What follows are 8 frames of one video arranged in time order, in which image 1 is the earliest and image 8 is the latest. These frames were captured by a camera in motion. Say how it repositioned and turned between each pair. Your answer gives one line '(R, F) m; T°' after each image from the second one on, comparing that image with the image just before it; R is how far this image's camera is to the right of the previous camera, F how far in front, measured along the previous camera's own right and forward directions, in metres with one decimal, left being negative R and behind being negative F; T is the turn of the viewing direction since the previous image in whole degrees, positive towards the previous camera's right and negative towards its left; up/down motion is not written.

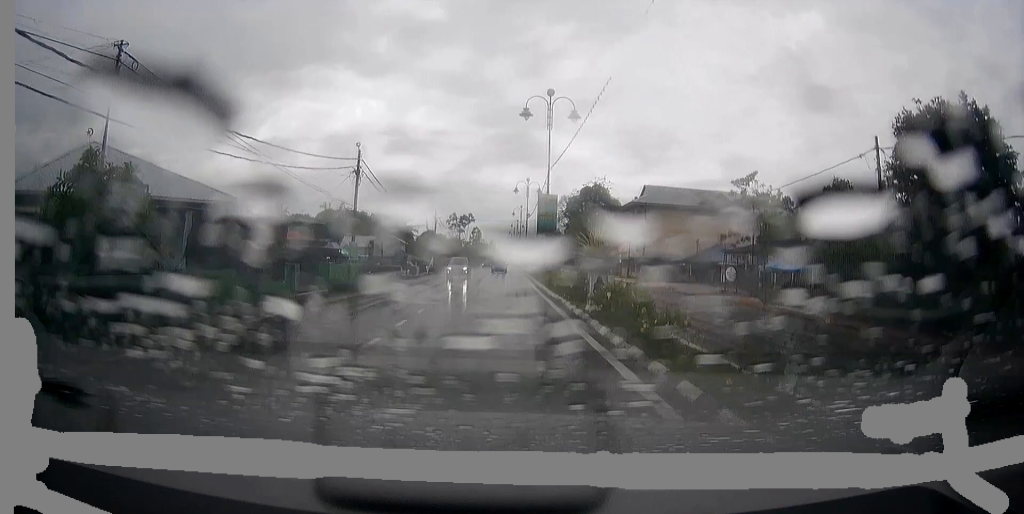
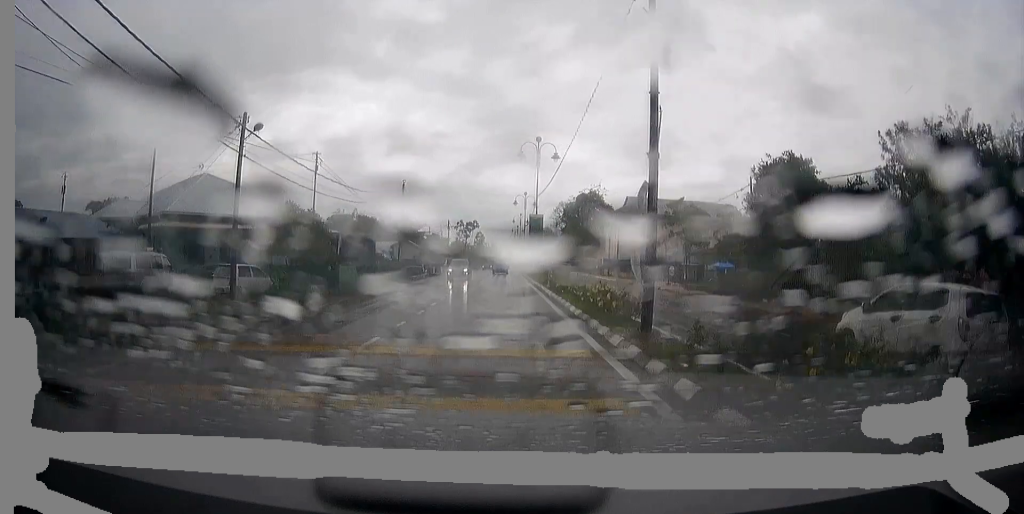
(0.0, +14.2) m; 0°
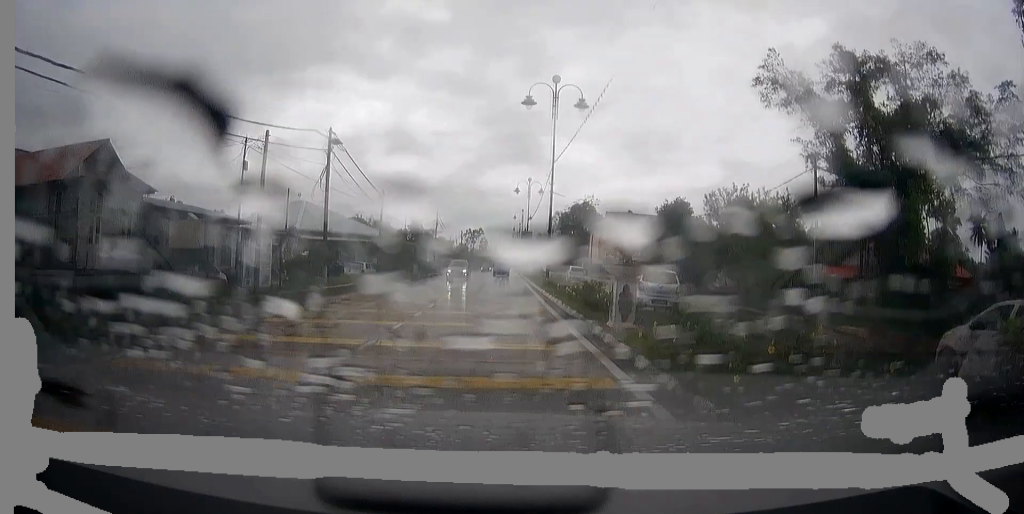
(0.0, +21.7) m; 0°
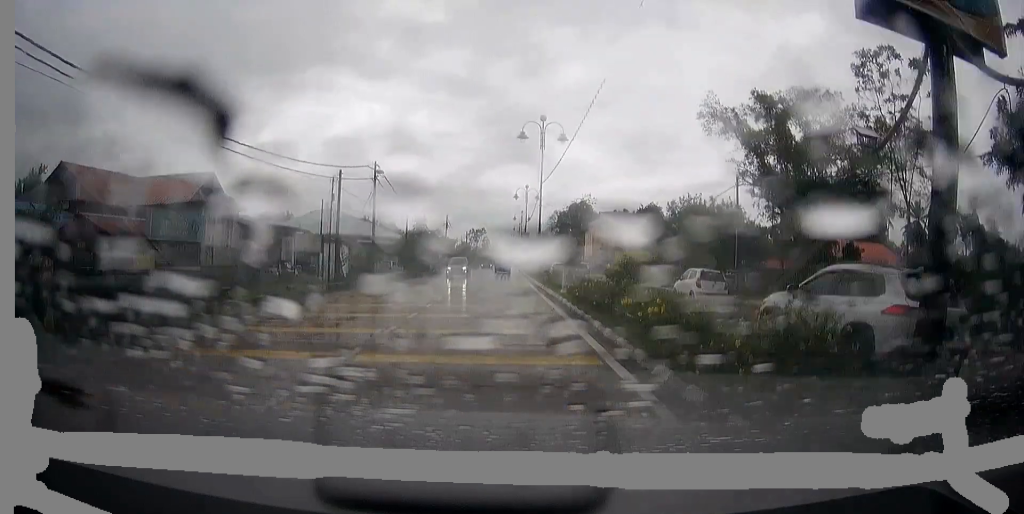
(0.0, +10.4) m; 0°
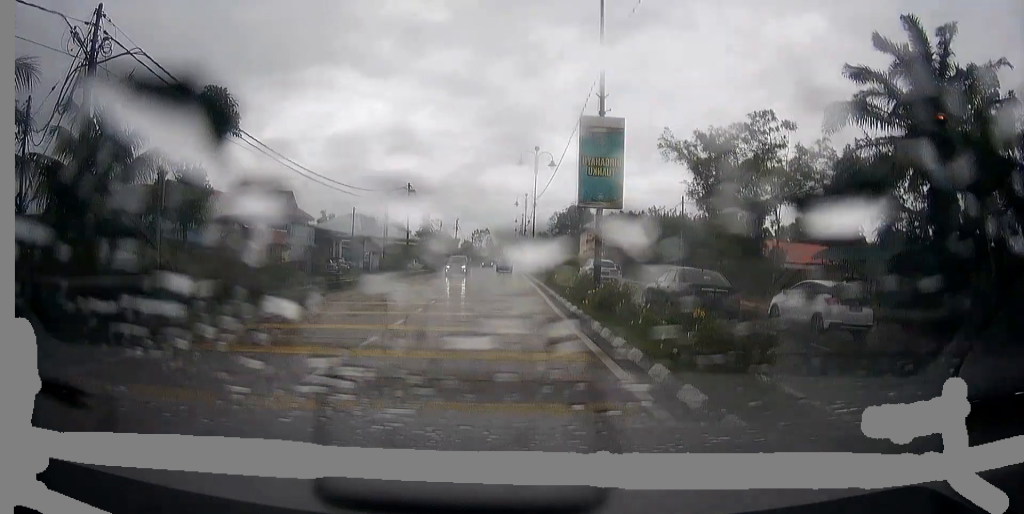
(0.0, +13.2) m; 0°
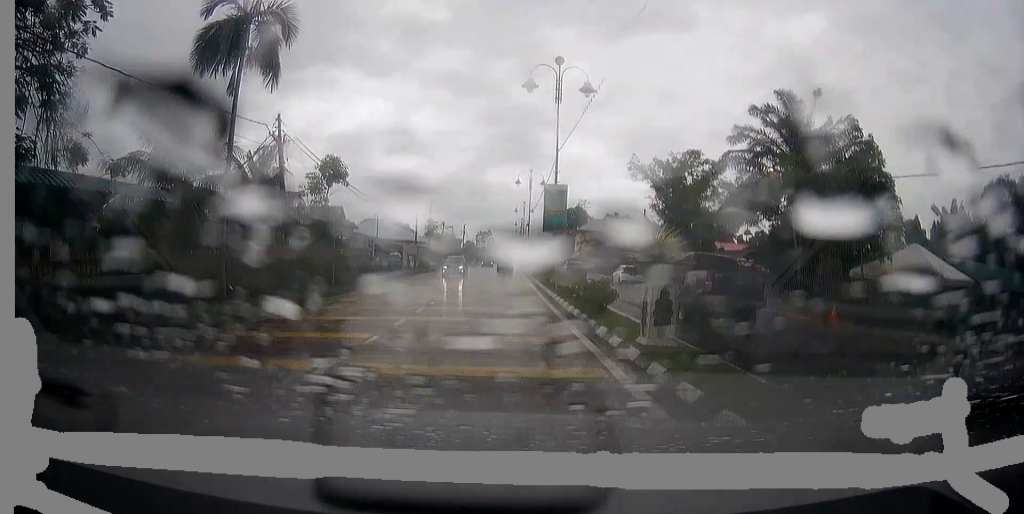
(0.0, +13.0) m; 0°
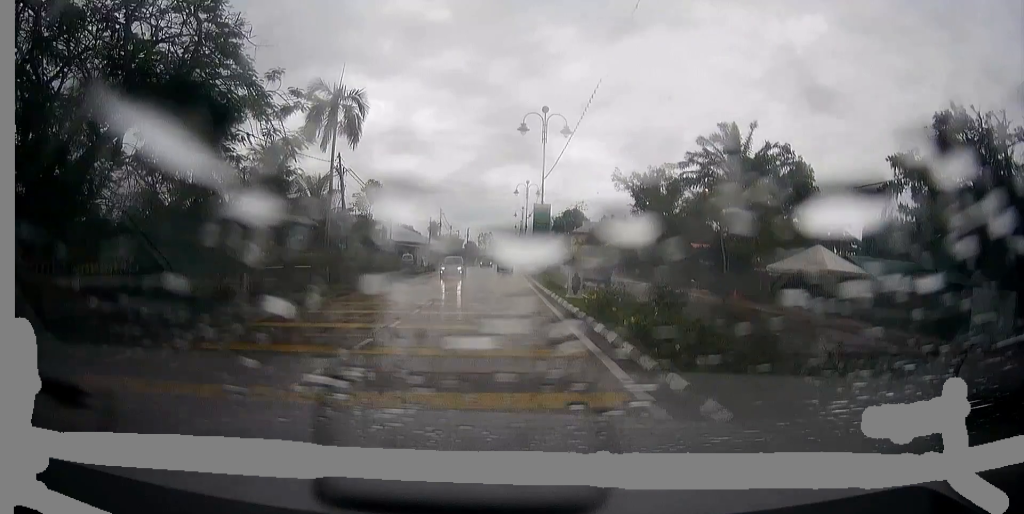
(0.0, +10.5) m; 0°
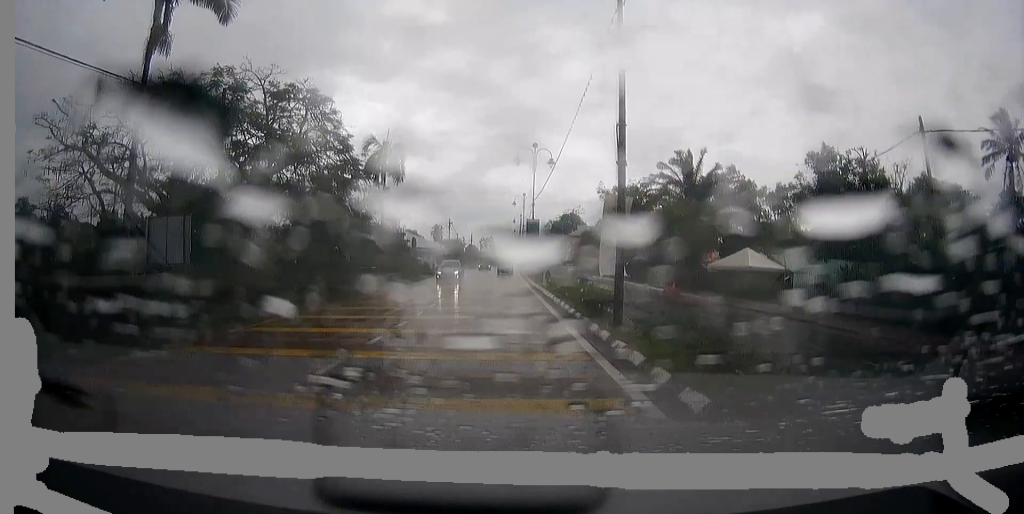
(0.0, +11.9) m; 0°
